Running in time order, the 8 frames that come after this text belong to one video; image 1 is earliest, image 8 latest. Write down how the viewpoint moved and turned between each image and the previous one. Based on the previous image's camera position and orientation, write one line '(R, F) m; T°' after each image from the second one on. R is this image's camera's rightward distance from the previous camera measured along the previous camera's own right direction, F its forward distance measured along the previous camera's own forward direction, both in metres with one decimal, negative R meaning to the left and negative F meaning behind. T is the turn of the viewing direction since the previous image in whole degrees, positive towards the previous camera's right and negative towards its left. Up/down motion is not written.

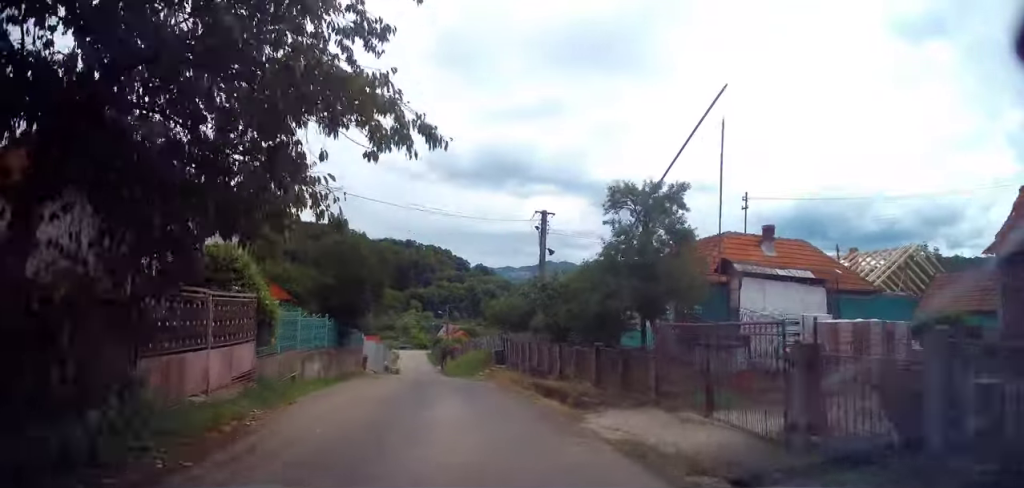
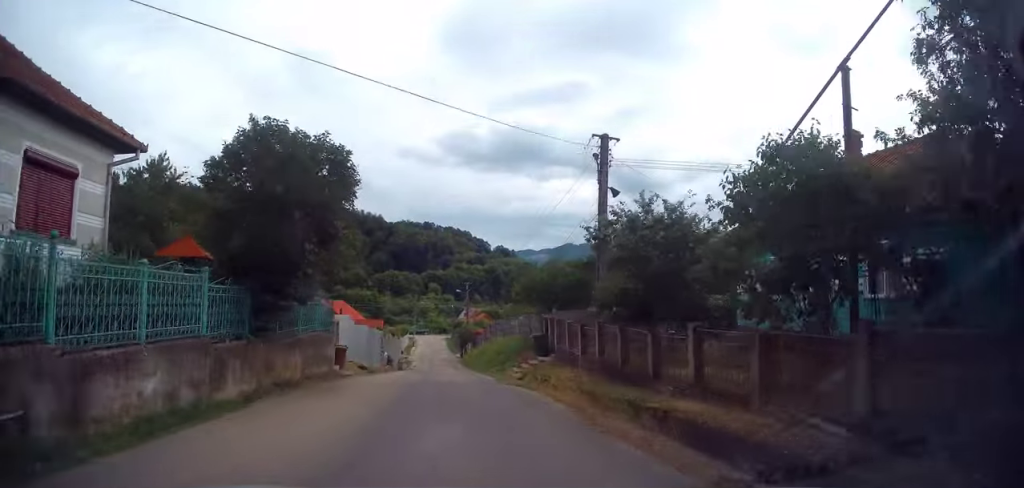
(+0.1, +10.2) m; 0°
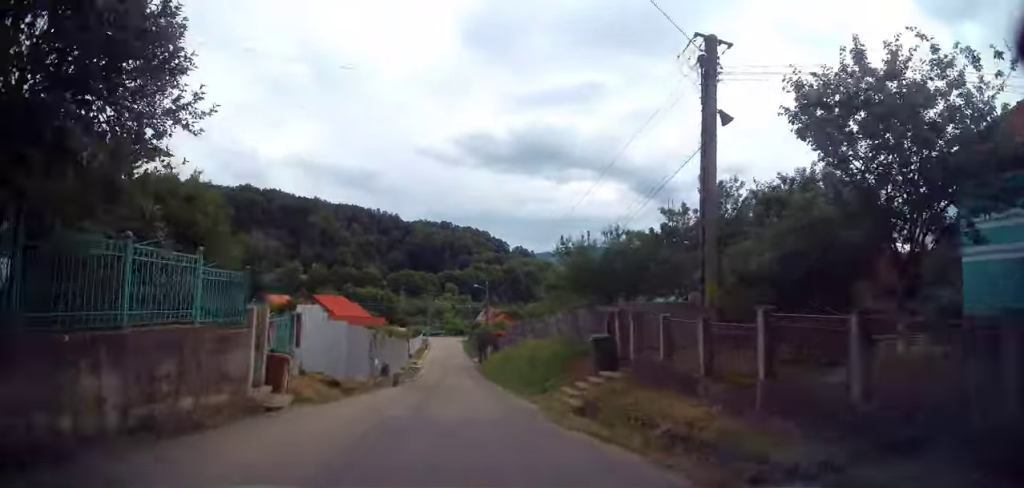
(-0.1, +8.7) m; -3°
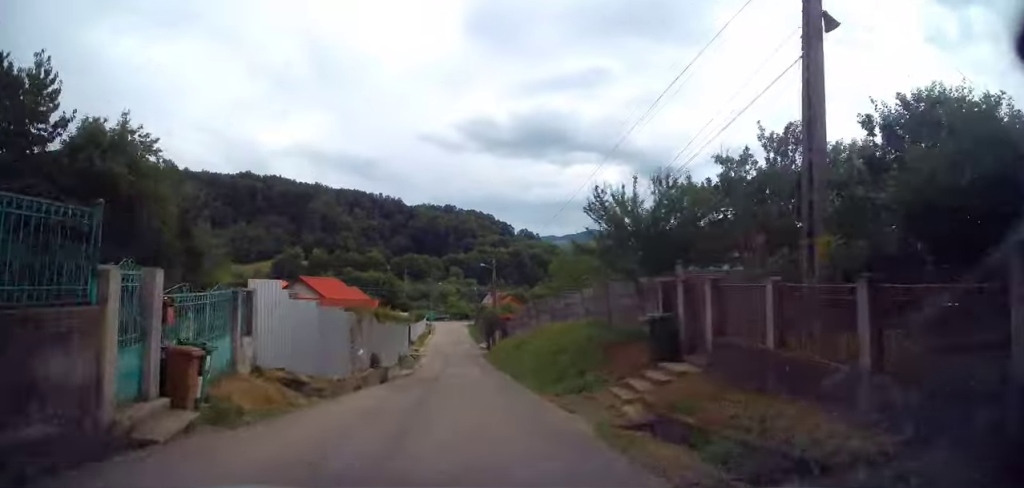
(0.0, +4.4) m; -2°
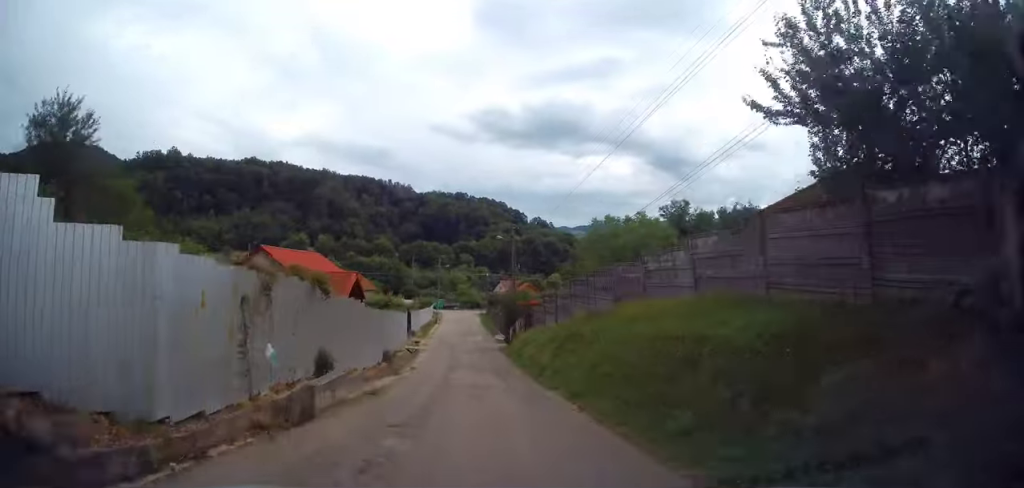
(-0.3, +9.0) m; -1°
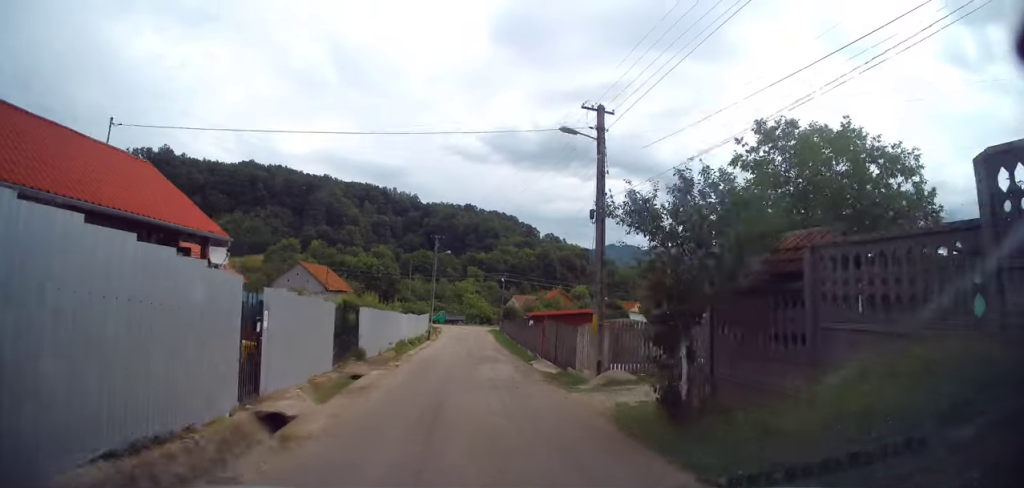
(+0.2, +23.0) m; +1°
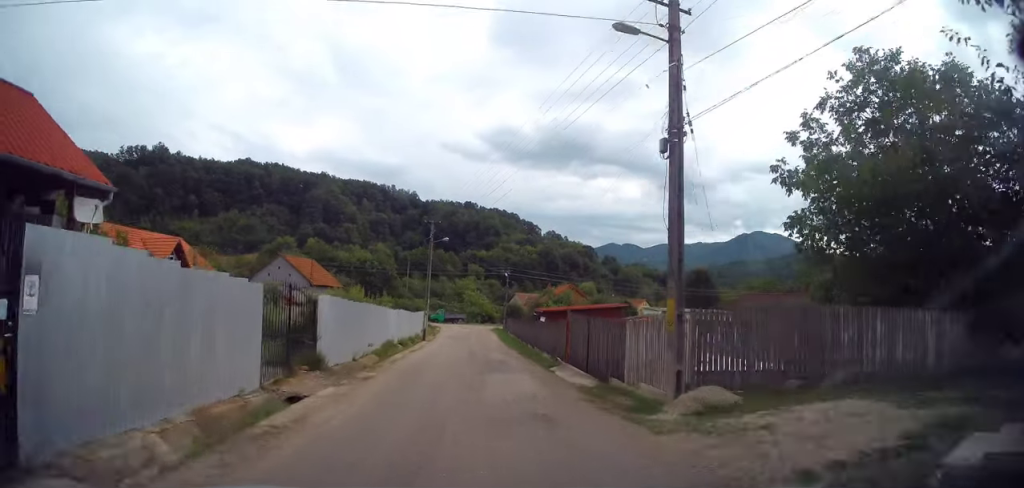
(0.0, +5.7) m; 0°
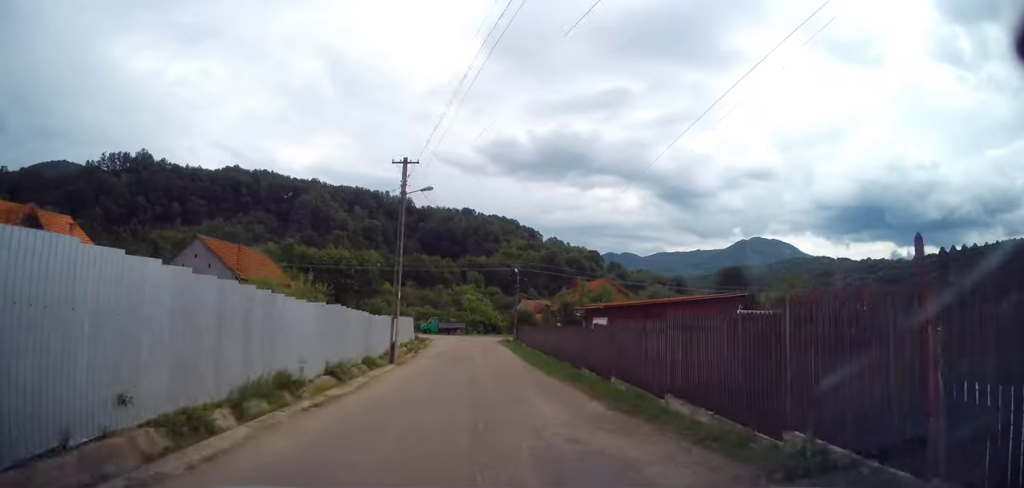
(-0.2, +15.7) m; -2°
